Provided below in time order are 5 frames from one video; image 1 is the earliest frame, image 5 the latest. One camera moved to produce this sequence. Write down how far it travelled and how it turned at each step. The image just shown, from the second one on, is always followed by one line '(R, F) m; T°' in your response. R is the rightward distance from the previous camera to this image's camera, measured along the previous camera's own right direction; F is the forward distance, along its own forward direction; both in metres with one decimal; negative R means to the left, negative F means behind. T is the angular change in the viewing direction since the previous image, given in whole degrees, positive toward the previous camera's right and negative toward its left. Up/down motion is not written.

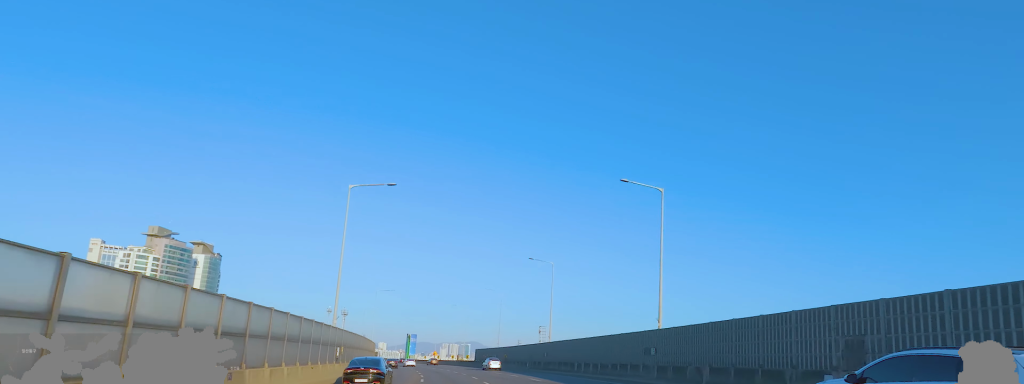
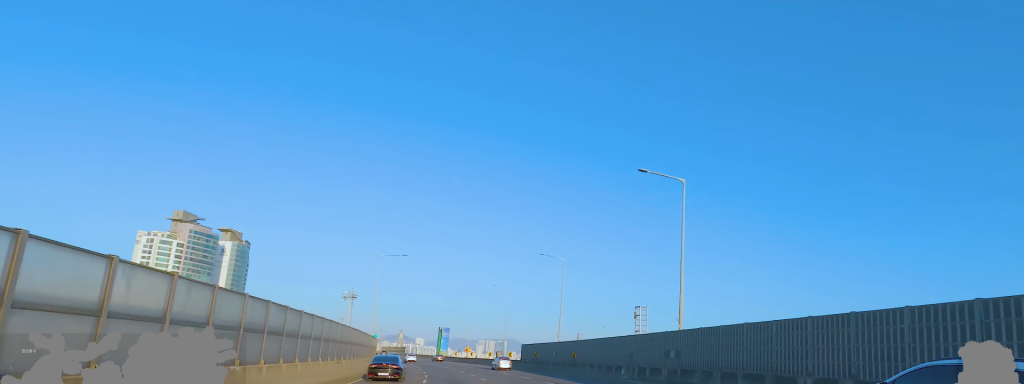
(-2.6, +24.5) m; -4°
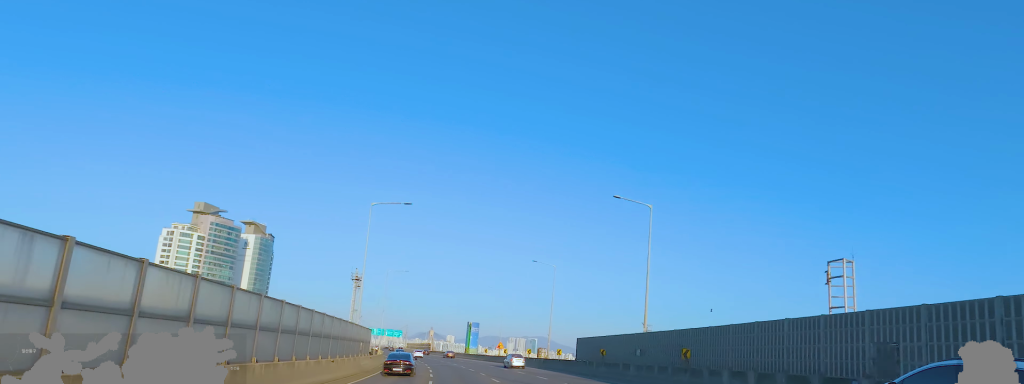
(+0.3, +16.4) m; 0°
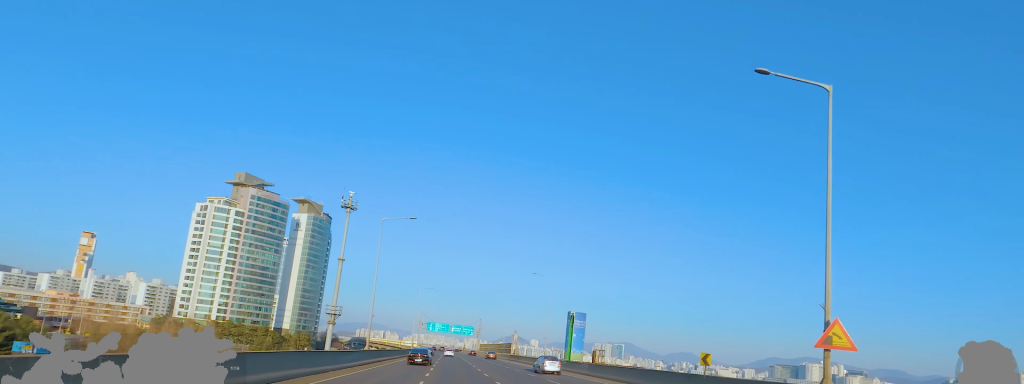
(-5.2, +58.4) m; -10°
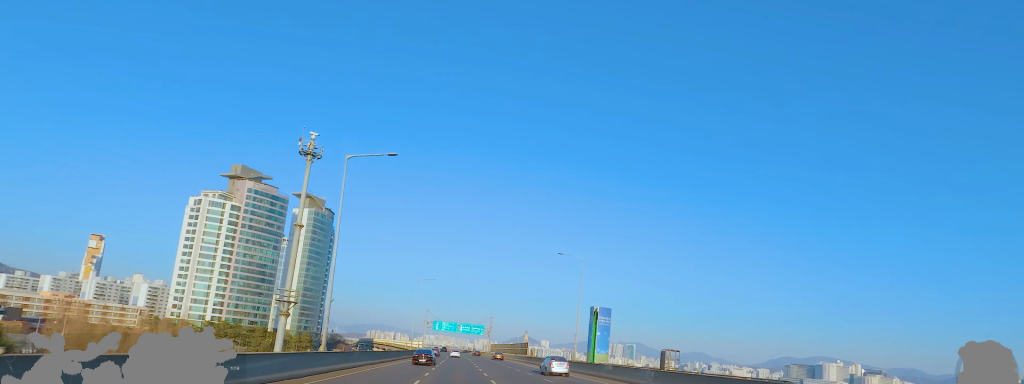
(-0.3, +14.1) m; -1°
